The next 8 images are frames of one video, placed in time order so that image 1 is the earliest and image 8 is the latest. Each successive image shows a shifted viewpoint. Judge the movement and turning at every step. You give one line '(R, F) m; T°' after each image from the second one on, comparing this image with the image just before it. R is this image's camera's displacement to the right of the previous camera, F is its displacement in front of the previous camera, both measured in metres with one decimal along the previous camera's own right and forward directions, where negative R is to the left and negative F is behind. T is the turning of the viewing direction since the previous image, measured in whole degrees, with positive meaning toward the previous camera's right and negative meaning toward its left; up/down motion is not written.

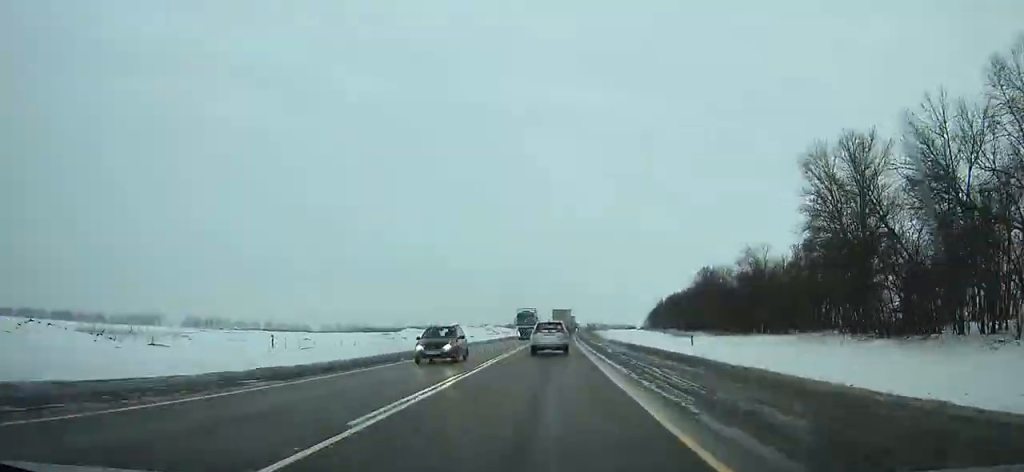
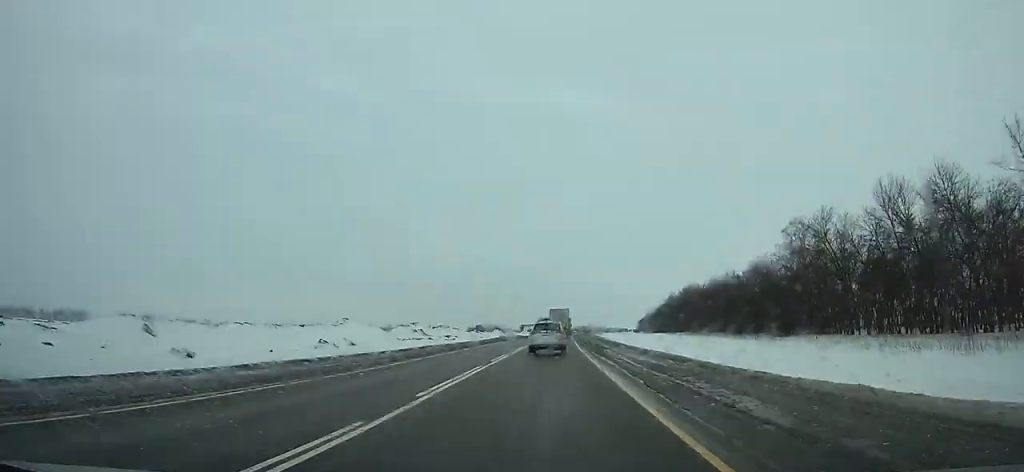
(+1.2, +81.5) m; +2°
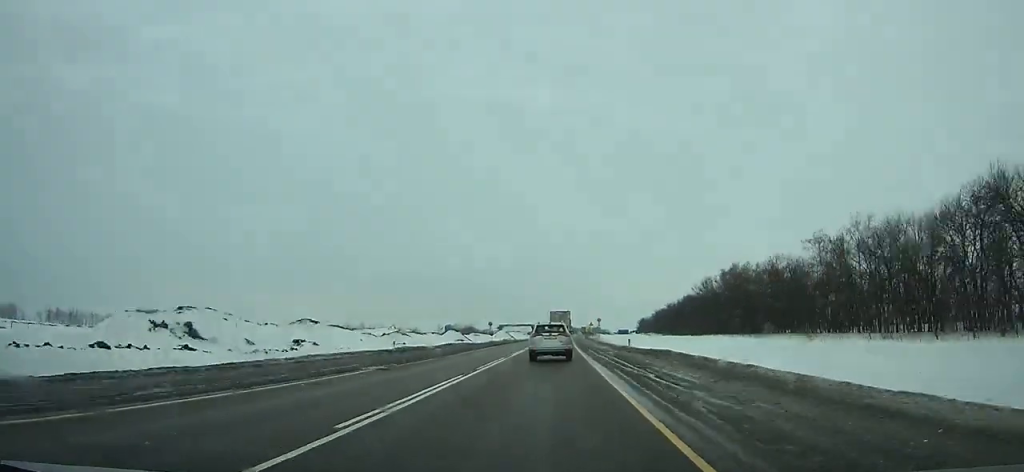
(+1.4, +74.5) m; +2°
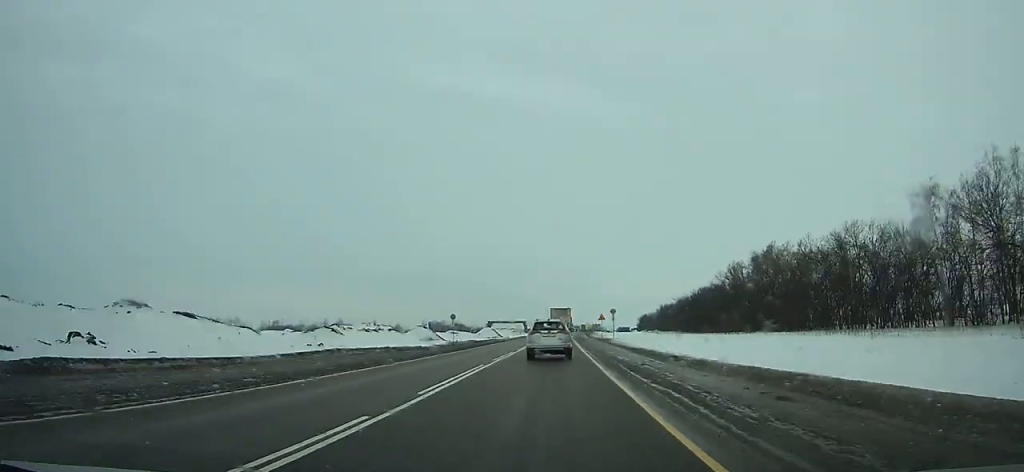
(+0.1, +31.3) m; 0°
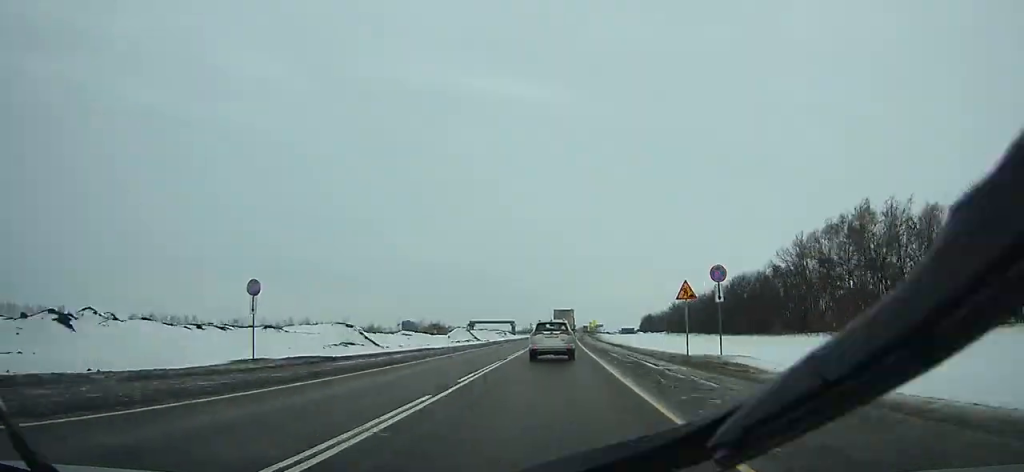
(+0.2, +46.1) m; +1°
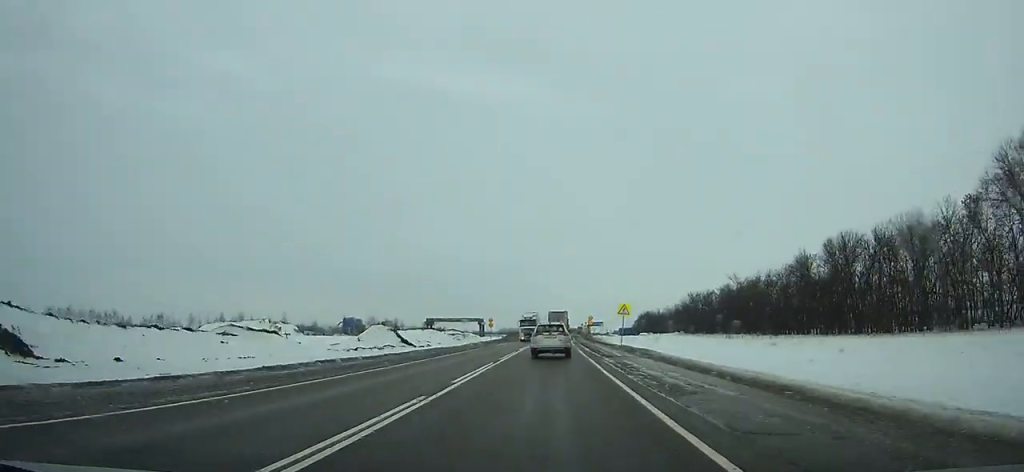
(+0.7, +62.1) m; +1°
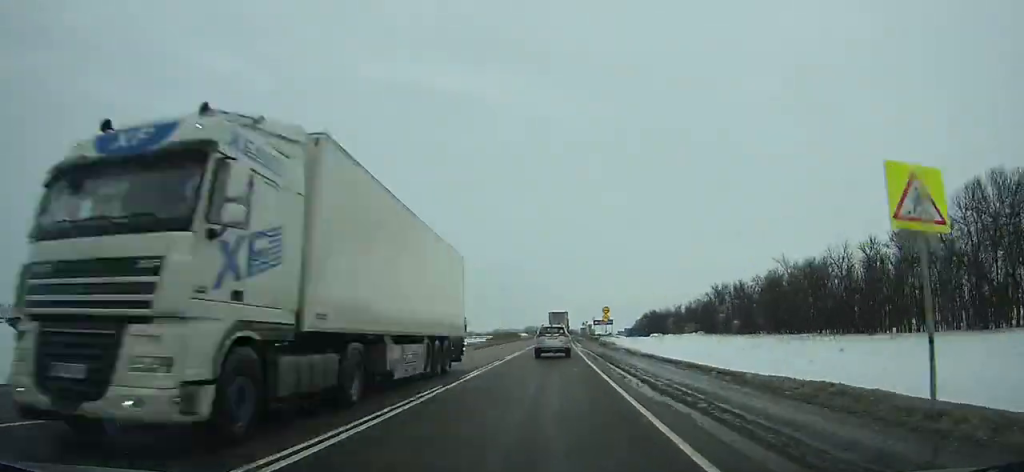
(+0.3, +35.6) m; +1°
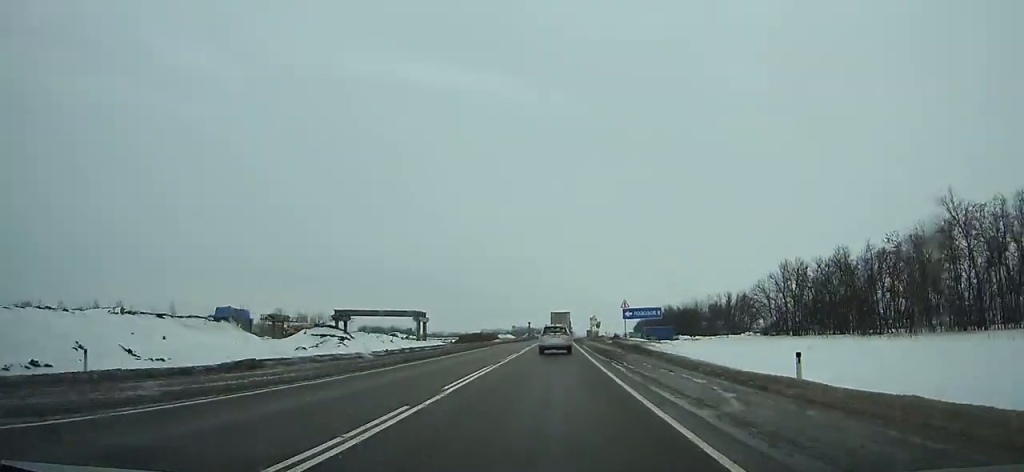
(+0.3, +52.5) m; +1°
